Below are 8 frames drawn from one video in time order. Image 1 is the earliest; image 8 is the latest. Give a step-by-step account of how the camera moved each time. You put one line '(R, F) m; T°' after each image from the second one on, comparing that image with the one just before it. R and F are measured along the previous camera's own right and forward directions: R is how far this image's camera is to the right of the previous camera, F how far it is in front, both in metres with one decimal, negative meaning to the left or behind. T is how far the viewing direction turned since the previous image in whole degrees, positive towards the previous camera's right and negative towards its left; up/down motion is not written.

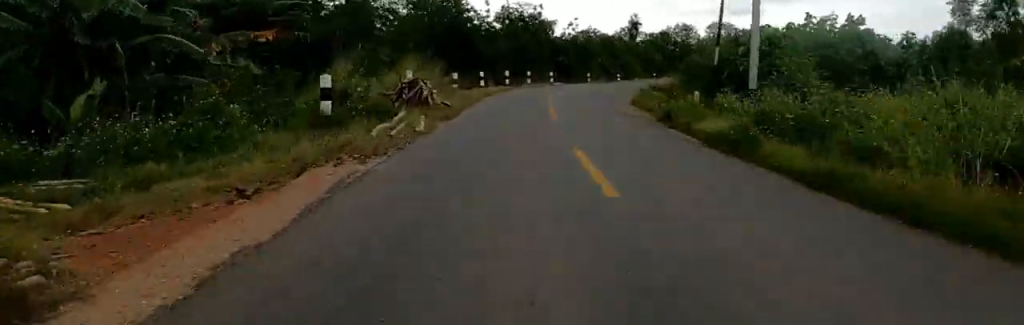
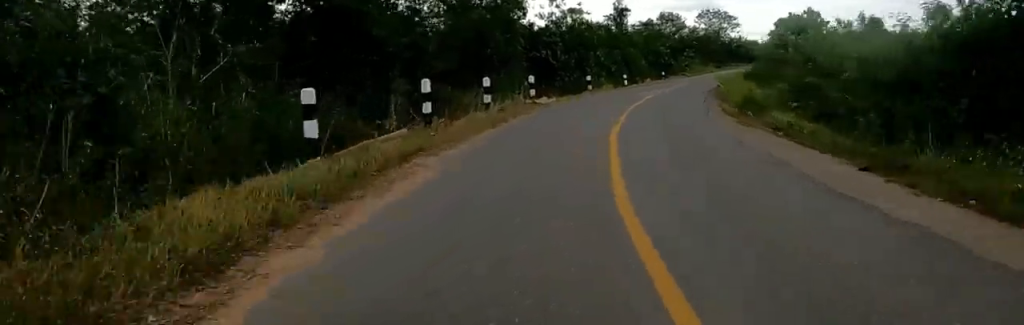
(+1.5, +21.7) m; +5°
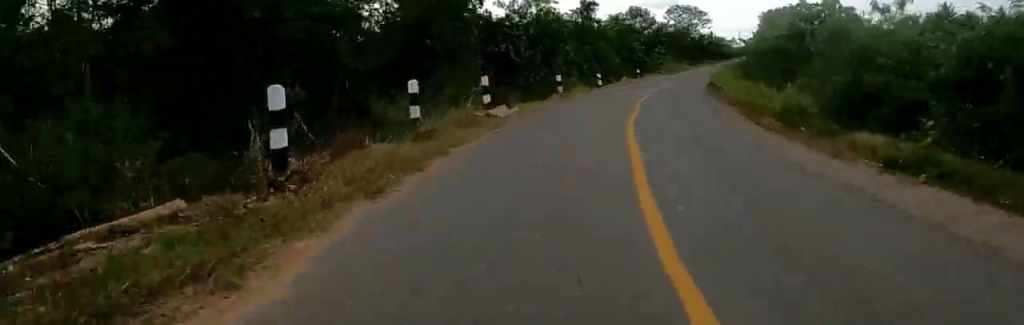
(0.0, +6.3) m; 0°
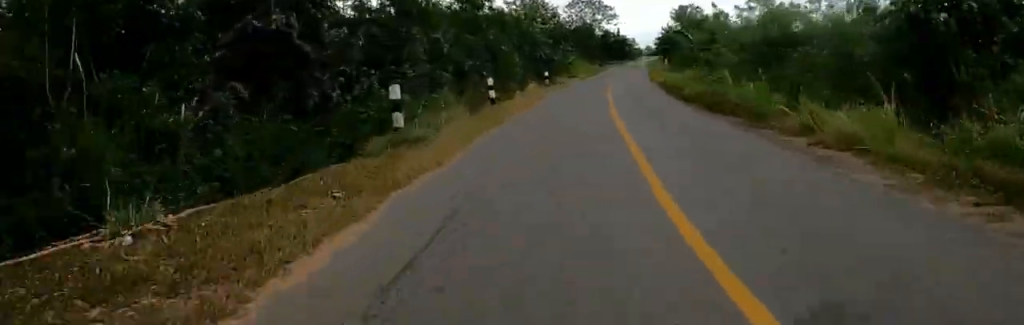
(+0.5, +15.5) m; +10°
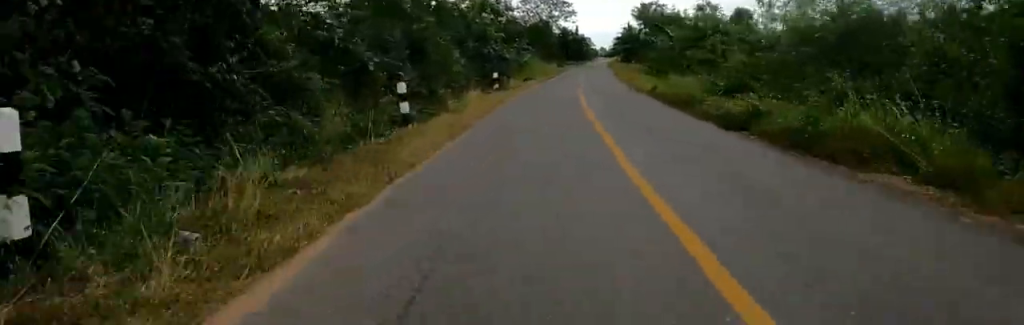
(+1.1, +7.6) m; +5°
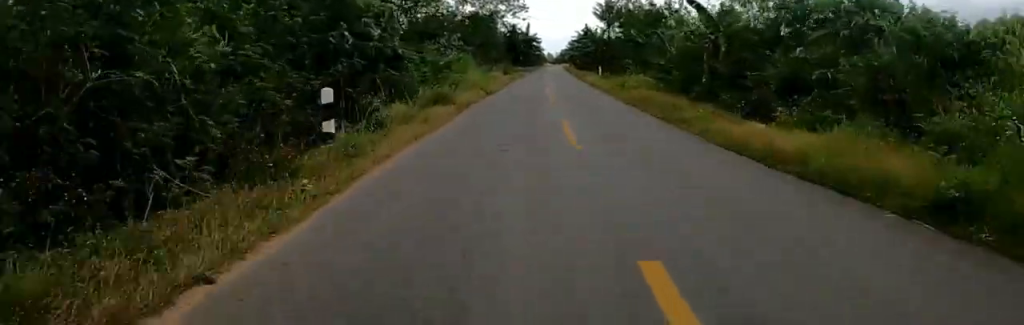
(+0.9, +18.1) m; +5°
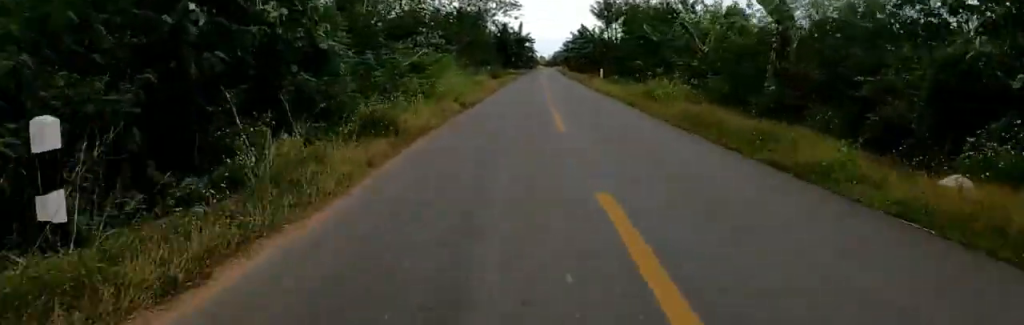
(+0.2, +6.3) m; +1°
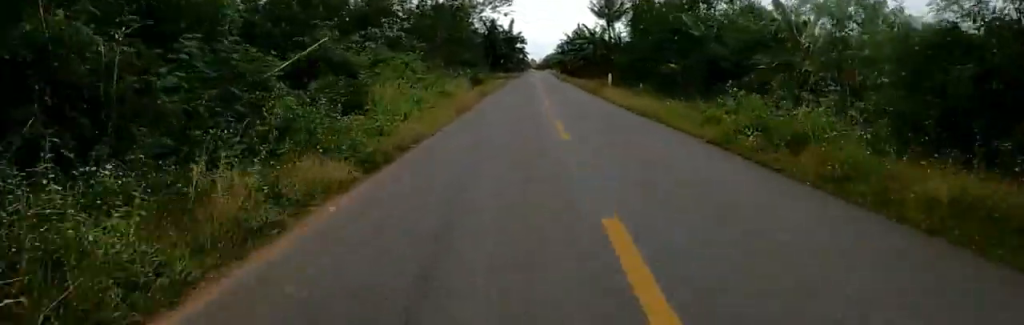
(+0.1, +8.6) m; +1°
